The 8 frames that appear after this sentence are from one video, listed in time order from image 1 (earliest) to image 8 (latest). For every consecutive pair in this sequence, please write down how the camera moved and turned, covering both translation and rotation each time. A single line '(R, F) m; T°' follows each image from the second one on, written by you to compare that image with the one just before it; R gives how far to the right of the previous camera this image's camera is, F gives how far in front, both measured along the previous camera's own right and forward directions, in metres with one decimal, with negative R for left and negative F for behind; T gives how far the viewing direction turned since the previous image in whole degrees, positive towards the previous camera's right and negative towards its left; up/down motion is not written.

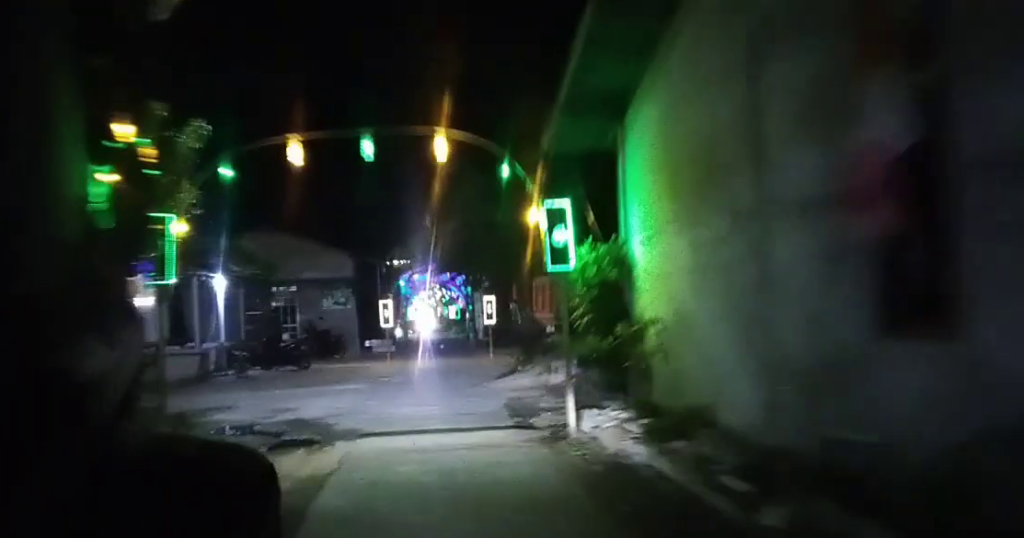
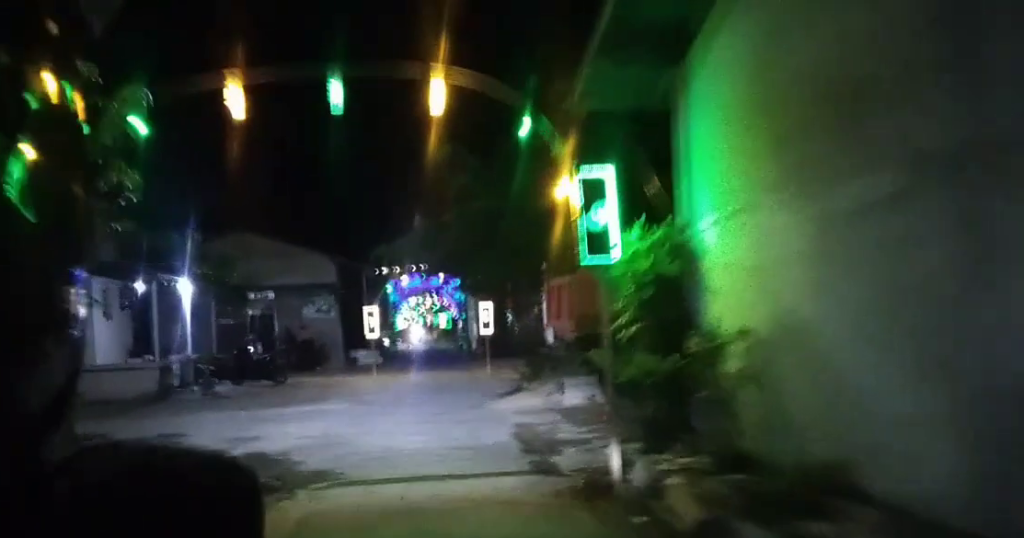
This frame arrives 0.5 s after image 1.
(0.0, +2.1) m; +1°
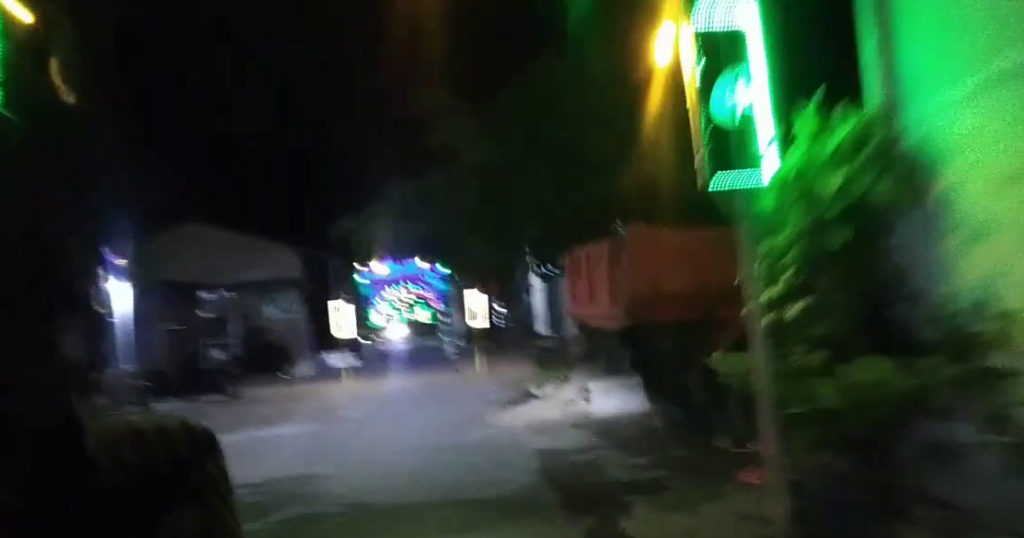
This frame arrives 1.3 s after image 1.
(0.0, +3.0) m; +1°
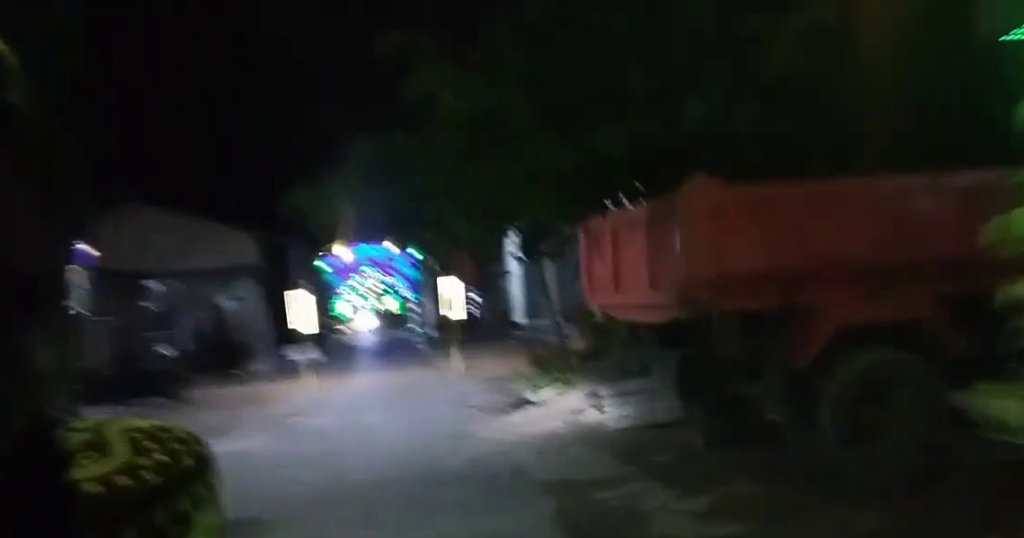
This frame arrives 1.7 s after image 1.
(0.0, +1.8) m; +1°
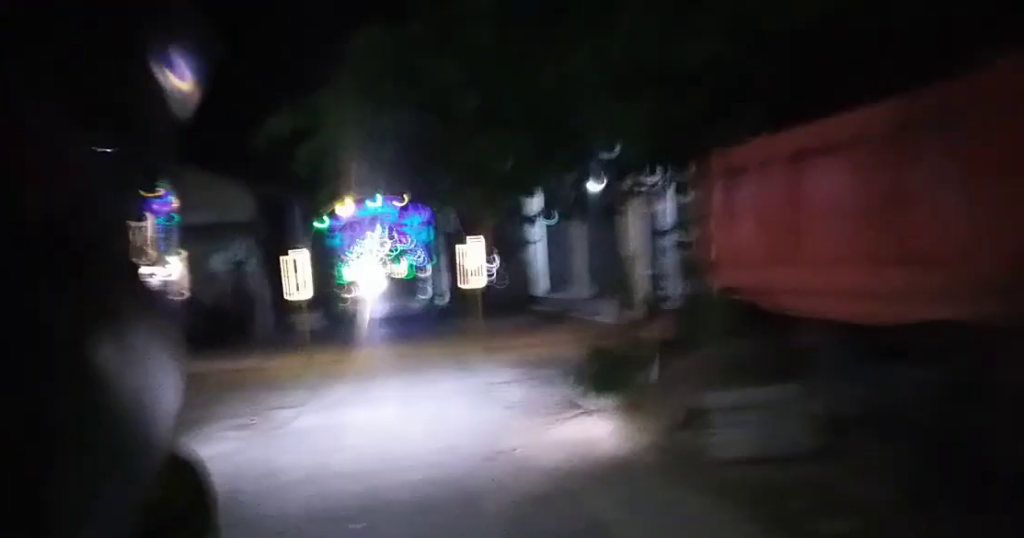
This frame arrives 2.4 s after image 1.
(0.0, +2.4) m; 0°
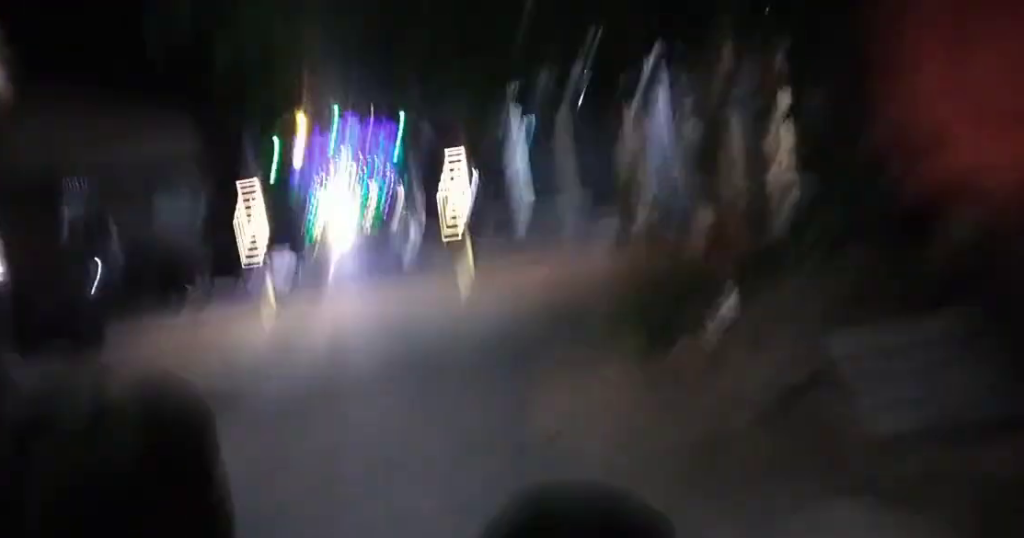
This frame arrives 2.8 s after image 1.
(0.0, +1.7) m; 0°
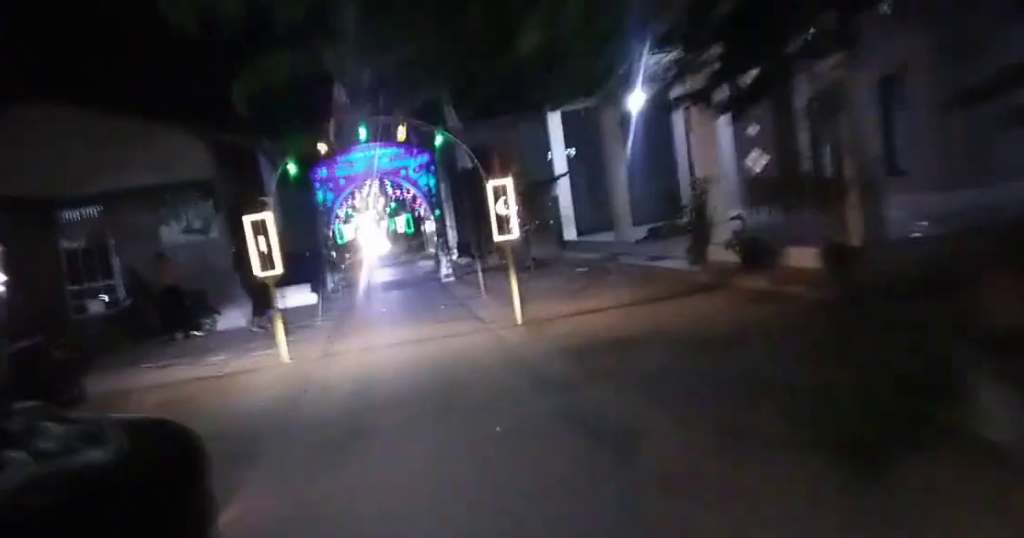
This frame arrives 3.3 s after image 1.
(0.0, +1.7) m; 0°
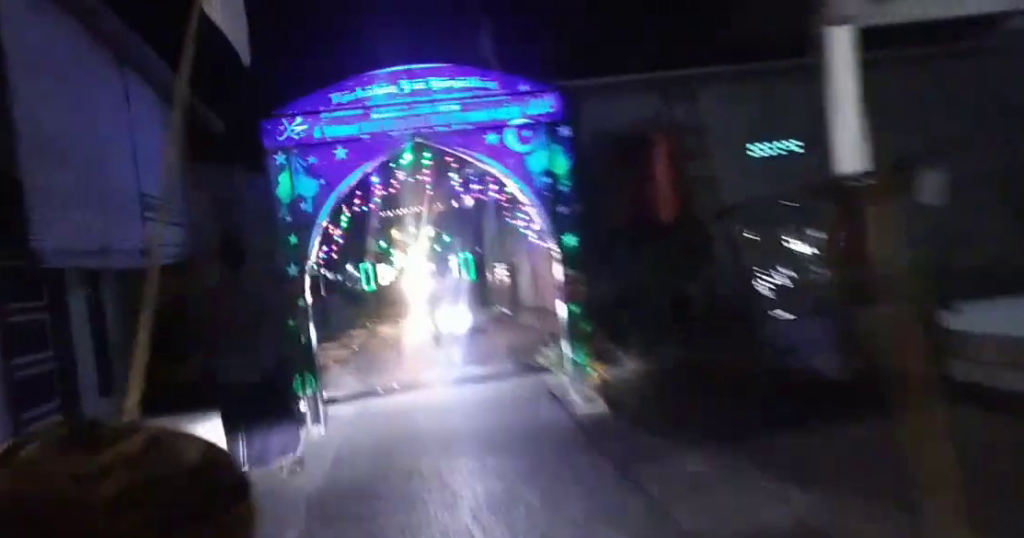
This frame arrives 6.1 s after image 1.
(+0.3, +9.8) m; +6°
